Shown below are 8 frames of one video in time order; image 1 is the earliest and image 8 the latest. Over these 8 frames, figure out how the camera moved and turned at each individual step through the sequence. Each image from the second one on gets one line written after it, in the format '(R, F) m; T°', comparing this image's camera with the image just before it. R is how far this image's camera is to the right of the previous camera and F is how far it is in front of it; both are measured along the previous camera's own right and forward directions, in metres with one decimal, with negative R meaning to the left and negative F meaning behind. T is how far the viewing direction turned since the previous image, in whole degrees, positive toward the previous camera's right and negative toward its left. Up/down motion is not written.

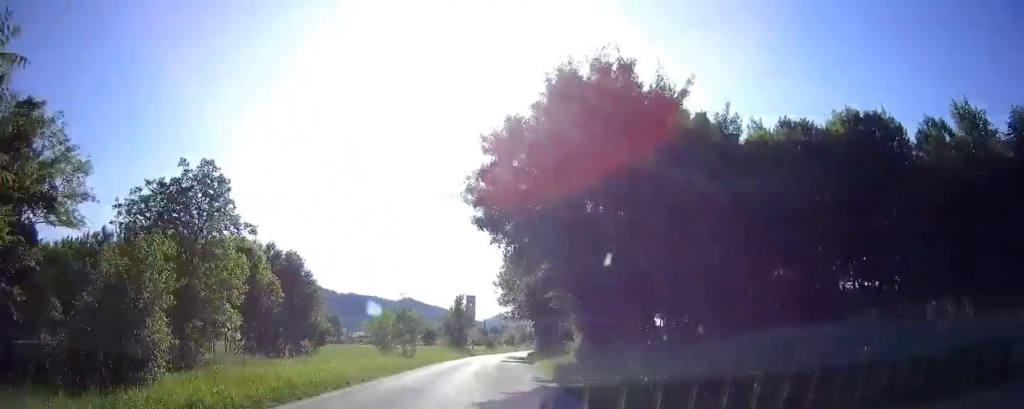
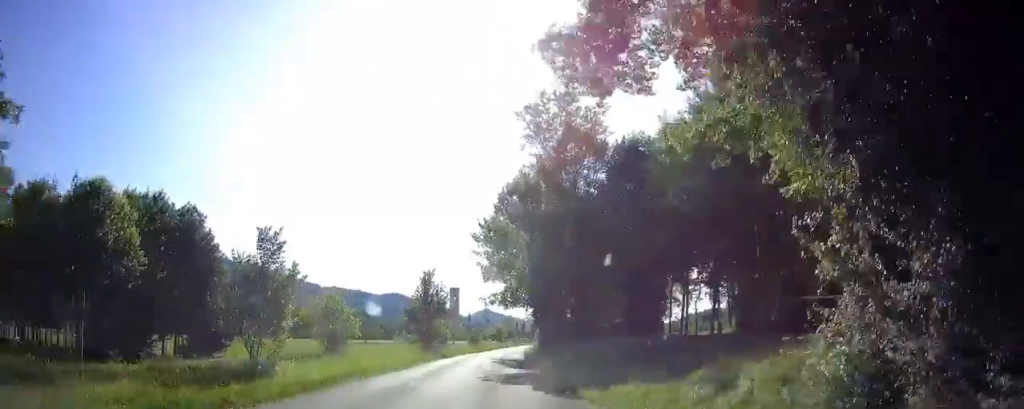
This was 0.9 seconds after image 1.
(0.0, +18.0) m; +1°
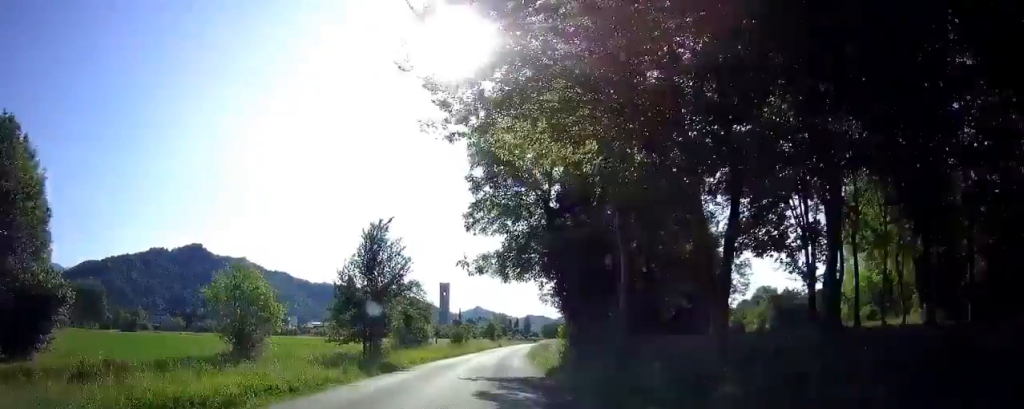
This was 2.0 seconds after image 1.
(+0.3, +20.5) m; +2°
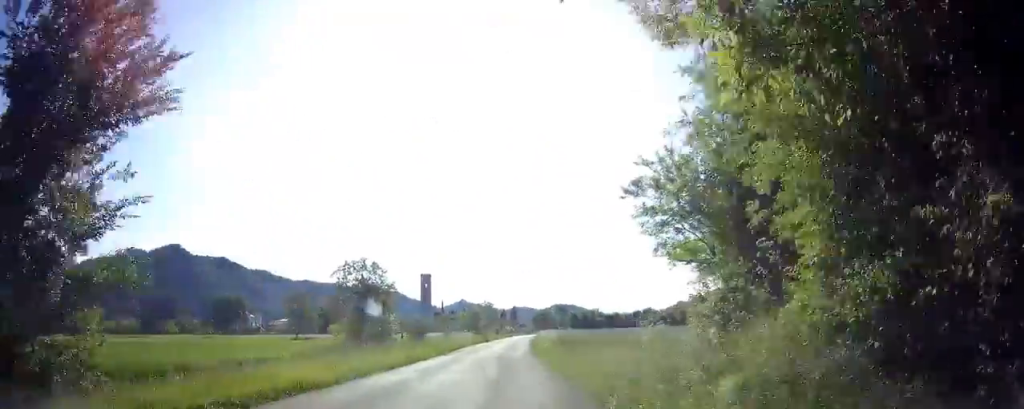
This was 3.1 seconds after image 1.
(+0.5, +21.8) m; +2°
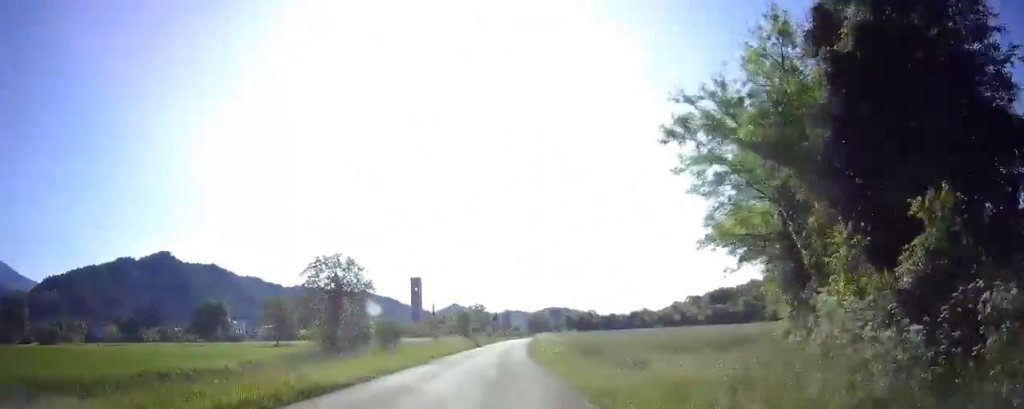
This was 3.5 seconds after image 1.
(0.0, +7.7) m; 0°
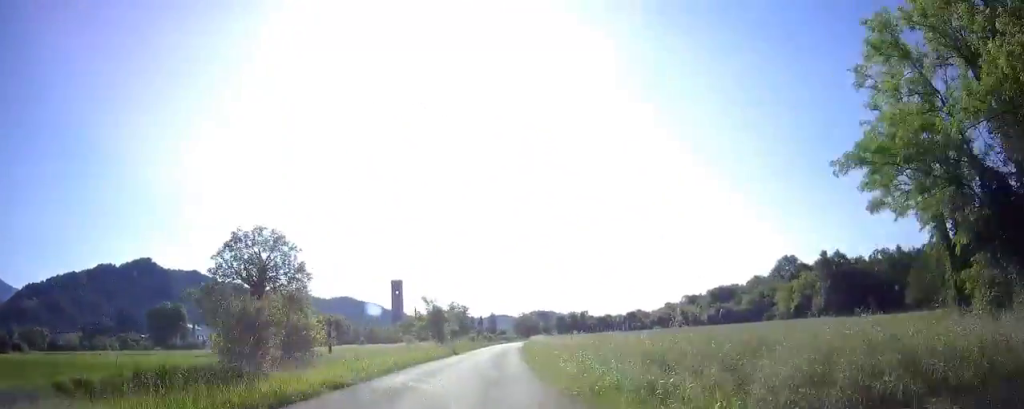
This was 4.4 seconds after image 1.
(0.0, +16.0) m; 0°
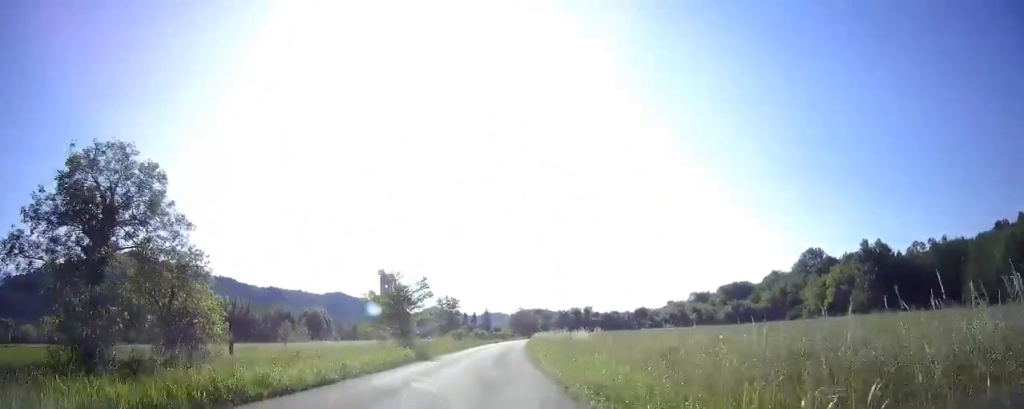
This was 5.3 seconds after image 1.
(0.0, +18.6) m; +1°
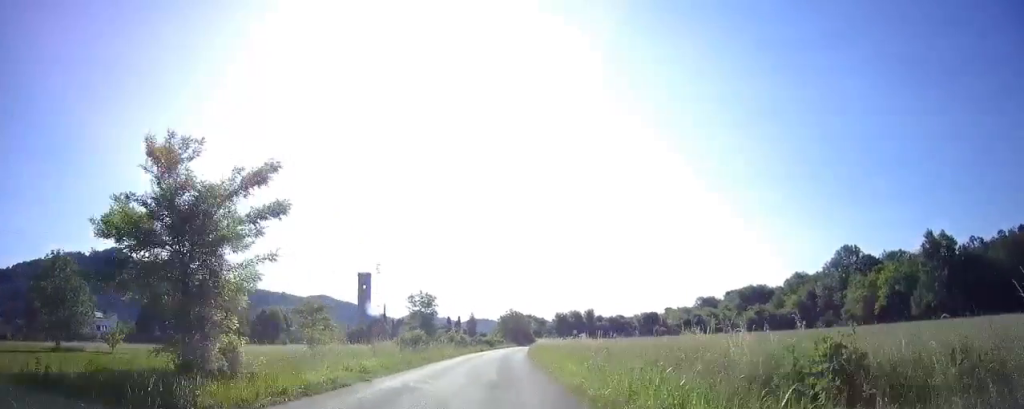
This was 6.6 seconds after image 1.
(+0.6, +24.2) m; +2°
